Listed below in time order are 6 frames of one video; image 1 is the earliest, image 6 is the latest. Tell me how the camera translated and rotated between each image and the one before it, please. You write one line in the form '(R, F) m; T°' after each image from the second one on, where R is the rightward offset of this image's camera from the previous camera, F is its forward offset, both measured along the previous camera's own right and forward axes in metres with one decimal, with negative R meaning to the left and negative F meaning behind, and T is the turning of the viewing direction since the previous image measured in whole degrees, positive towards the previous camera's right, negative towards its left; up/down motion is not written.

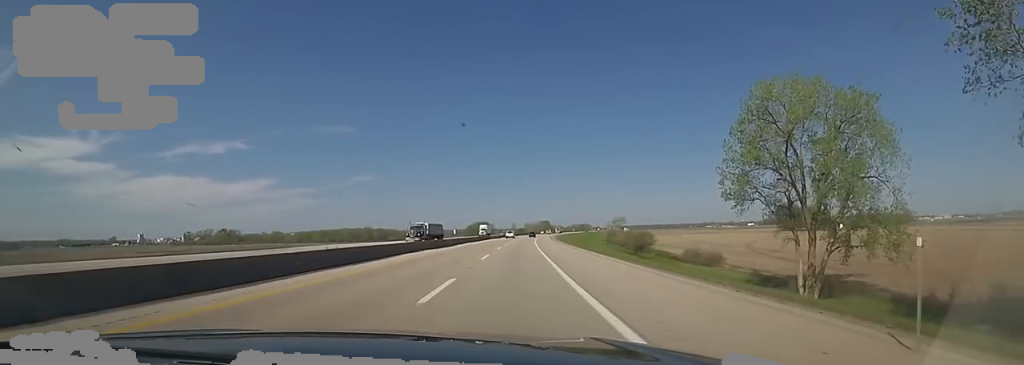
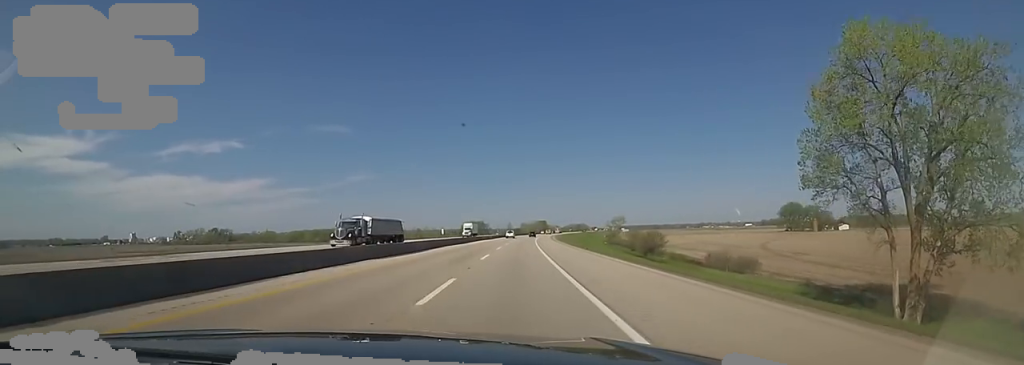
(-0.2, +15.4) m; 0°
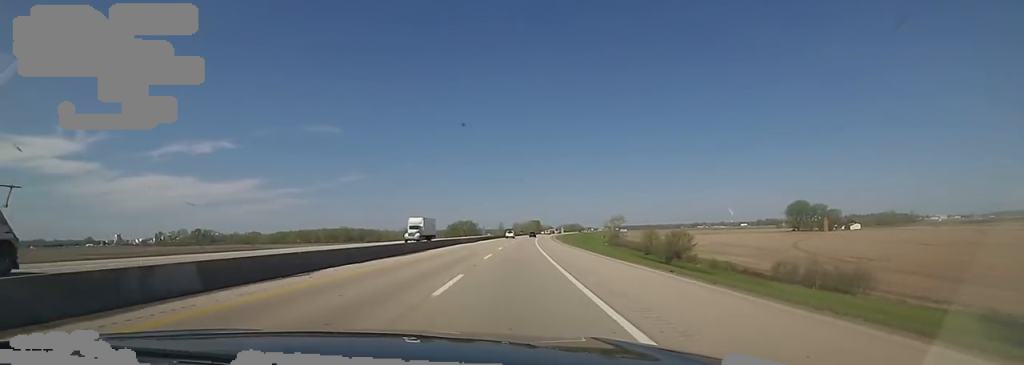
(-0.7, +28.5) m; 0°
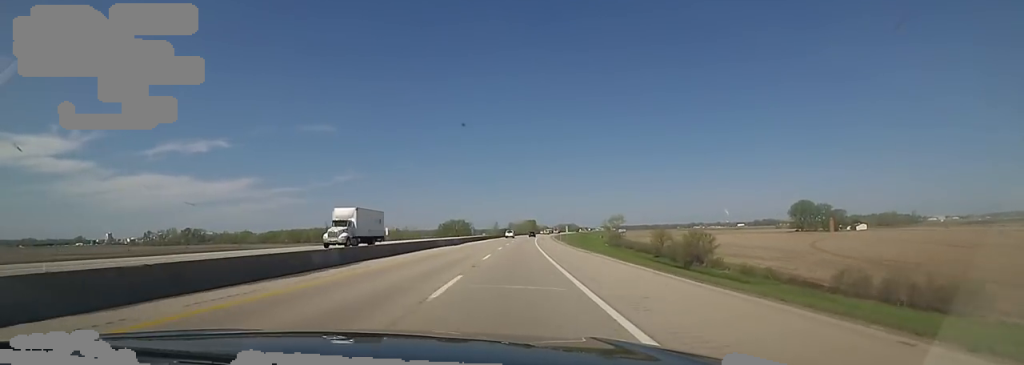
(+0.5, +15.5) m; +1°
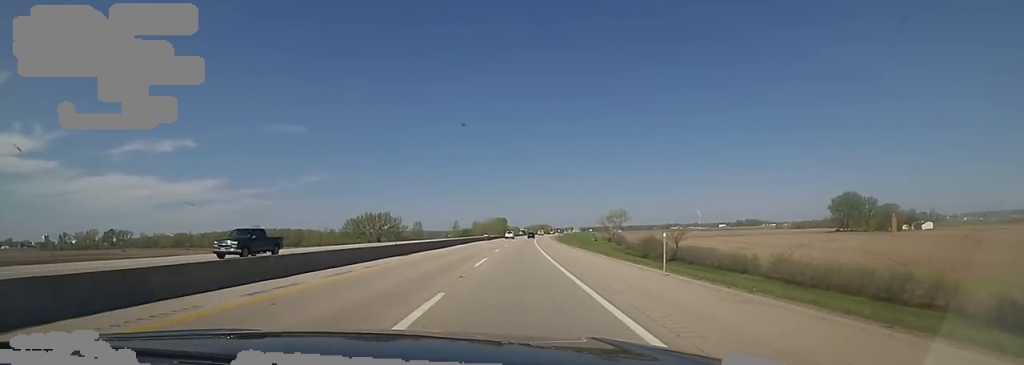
(+2.6, +111.1) m; +3°
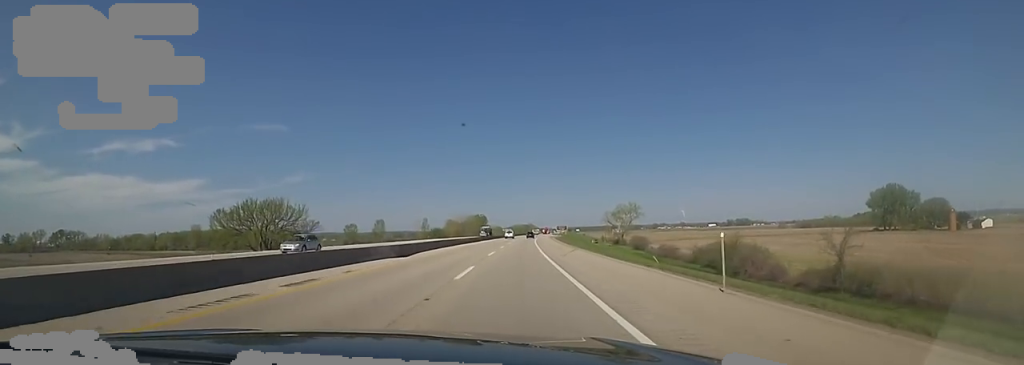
(+2.5, +64.6) m; +3°
